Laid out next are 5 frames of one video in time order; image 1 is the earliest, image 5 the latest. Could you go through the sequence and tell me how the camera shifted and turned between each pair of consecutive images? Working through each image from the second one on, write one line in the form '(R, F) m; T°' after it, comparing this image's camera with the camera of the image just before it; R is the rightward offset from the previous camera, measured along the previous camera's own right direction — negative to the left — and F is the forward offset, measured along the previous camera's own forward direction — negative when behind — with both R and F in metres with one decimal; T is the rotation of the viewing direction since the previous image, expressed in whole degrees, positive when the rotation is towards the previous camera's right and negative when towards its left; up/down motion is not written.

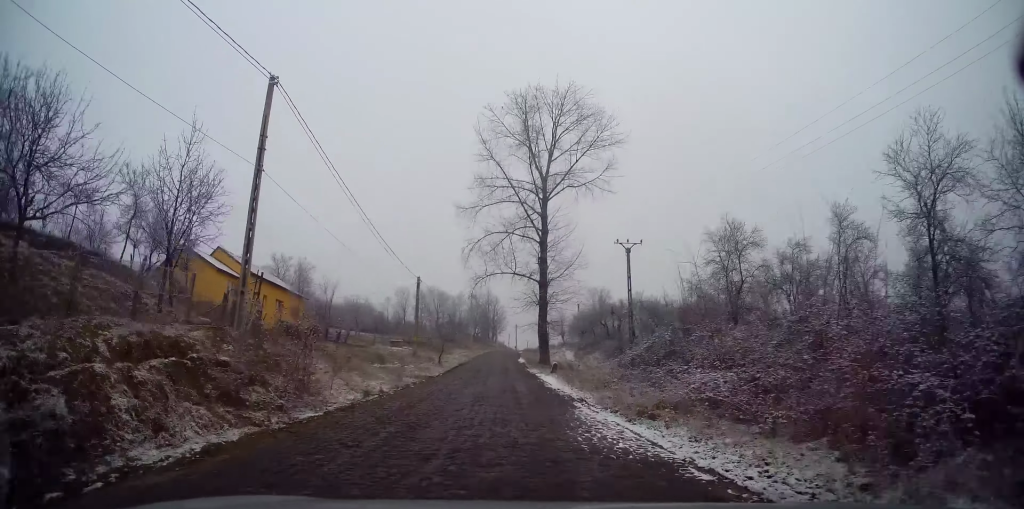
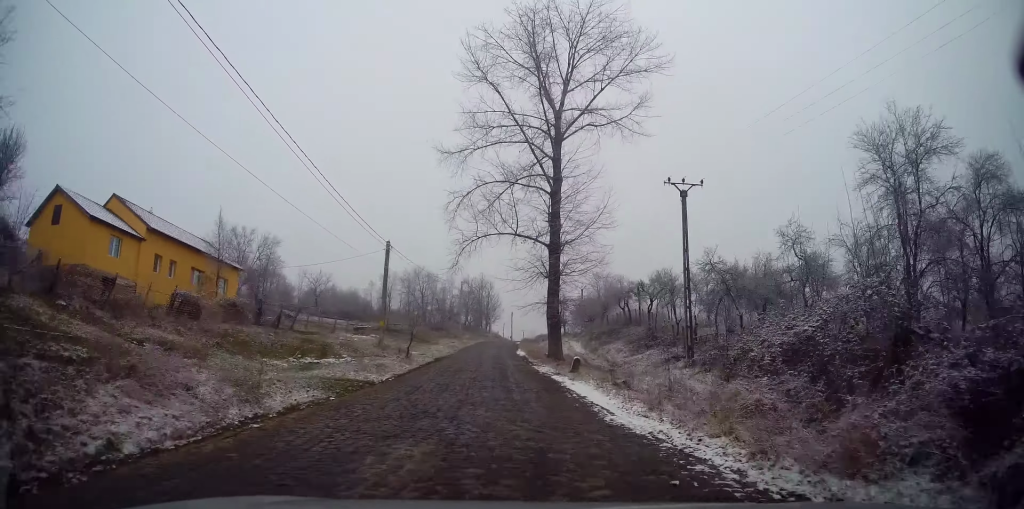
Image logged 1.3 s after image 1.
(0.0, +13.4) m; 0°
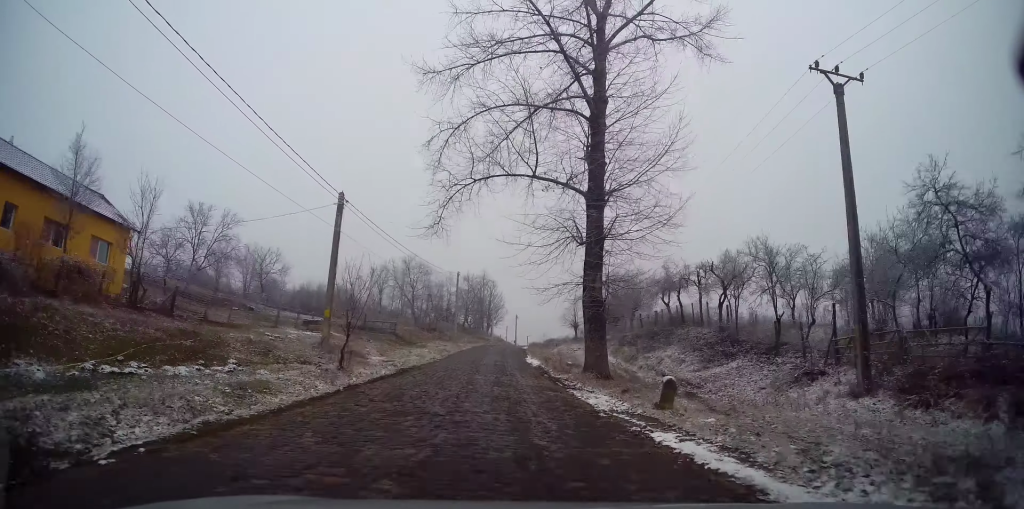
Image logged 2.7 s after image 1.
(0.0, +13.6) m; 0°
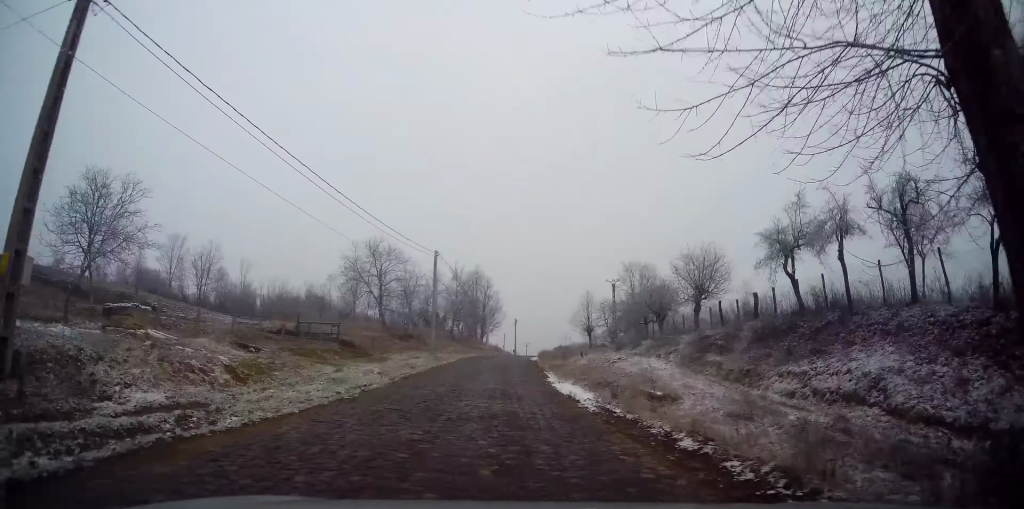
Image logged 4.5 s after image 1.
(0.0, +19.5) m; 0°
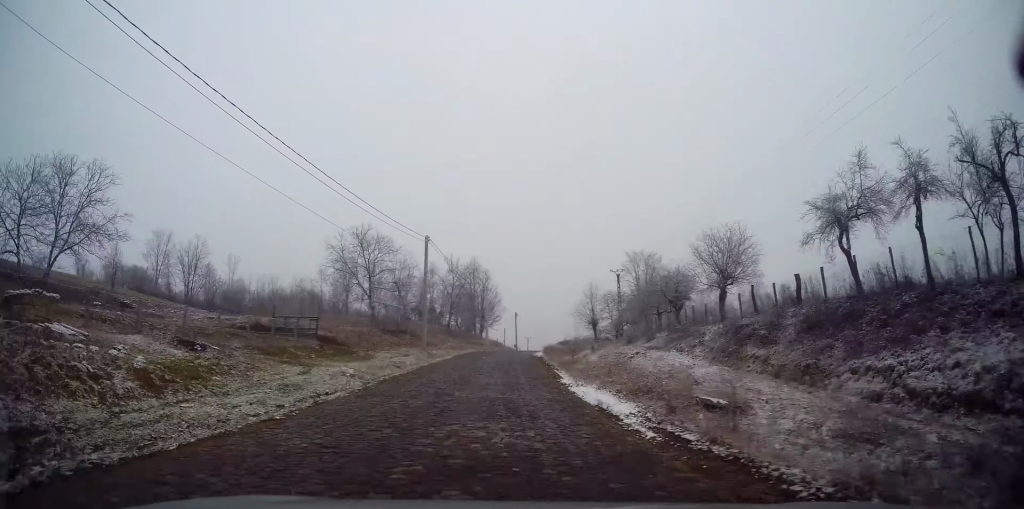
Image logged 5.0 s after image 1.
(0.0, +4.6) m; 0°
